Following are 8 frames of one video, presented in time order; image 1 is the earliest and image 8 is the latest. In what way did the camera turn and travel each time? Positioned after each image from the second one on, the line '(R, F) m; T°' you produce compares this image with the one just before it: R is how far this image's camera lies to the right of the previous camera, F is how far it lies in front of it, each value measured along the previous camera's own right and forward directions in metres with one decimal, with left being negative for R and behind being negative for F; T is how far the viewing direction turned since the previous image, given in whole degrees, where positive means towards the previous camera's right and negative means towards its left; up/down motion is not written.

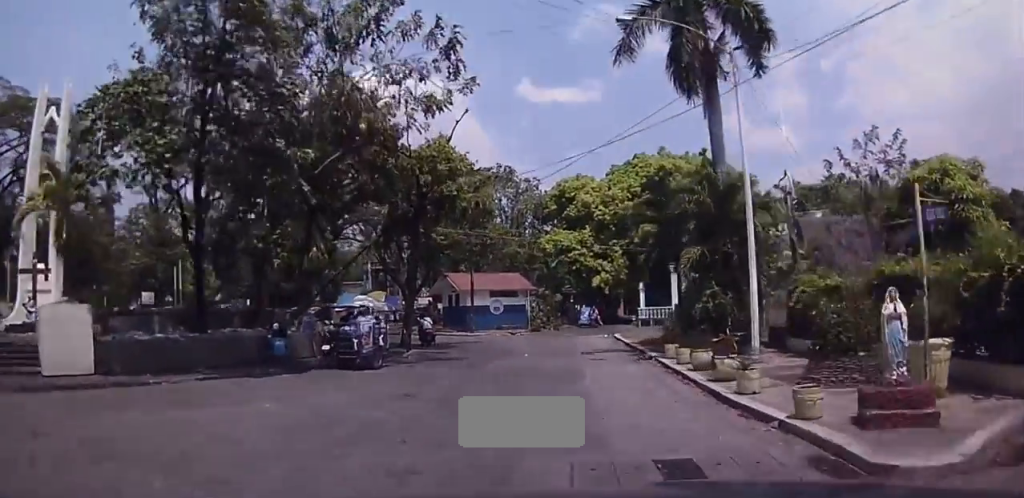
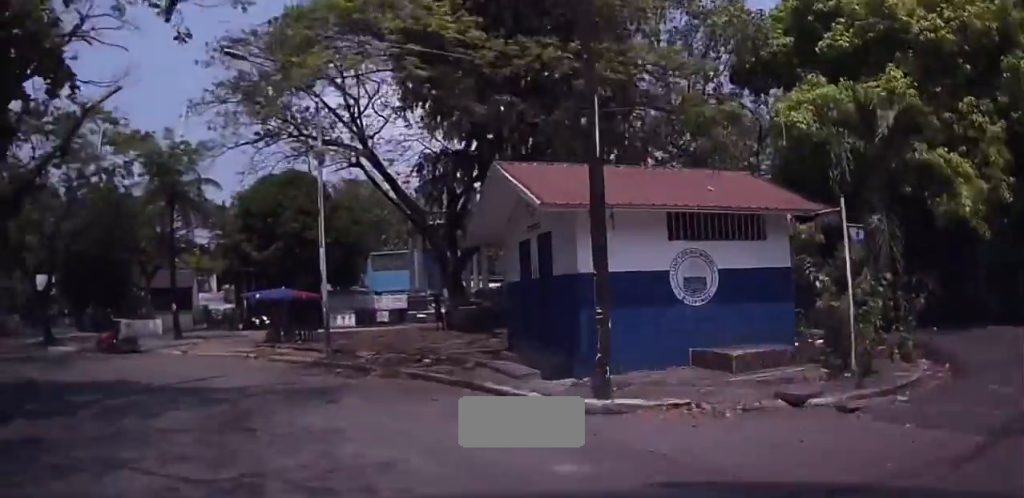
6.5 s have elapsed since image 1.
(+2.2, +33.4) m; -14°
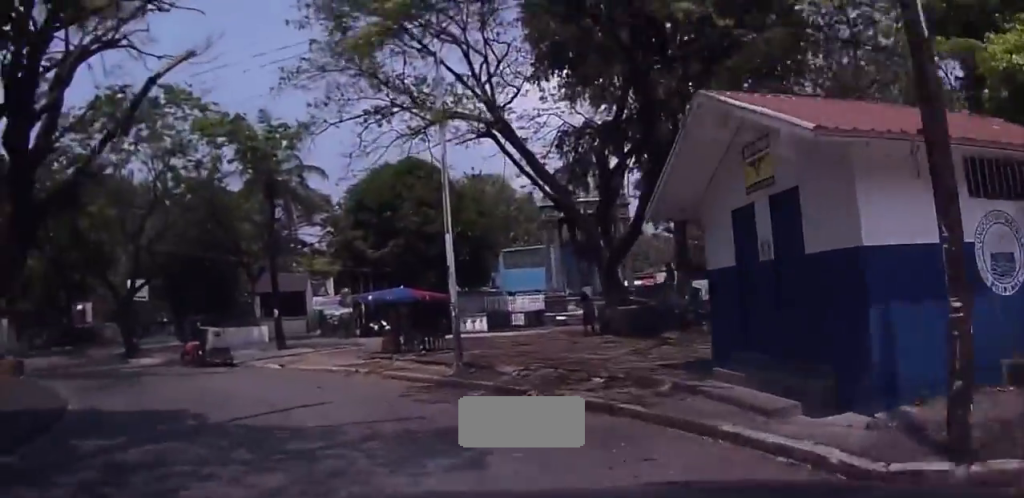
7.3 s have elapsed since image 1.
(-0.5, +3.9) m; -8°
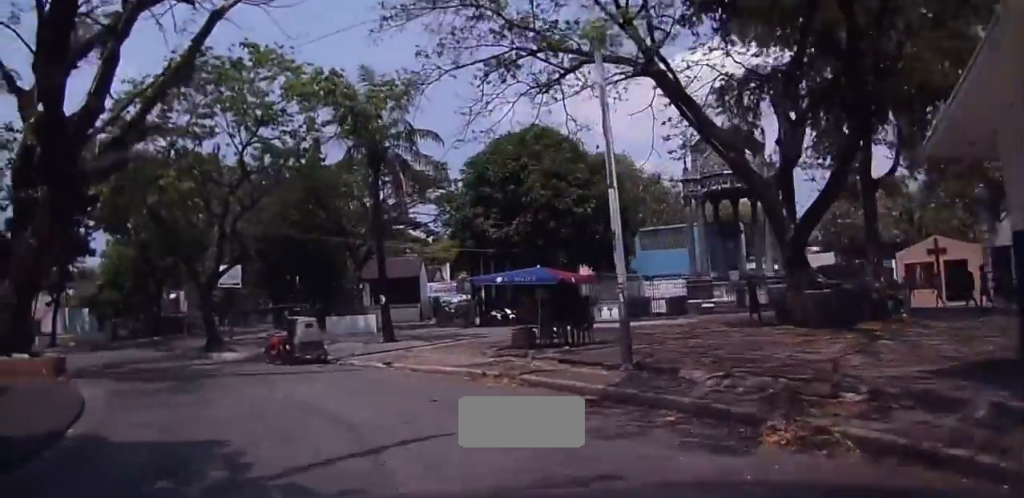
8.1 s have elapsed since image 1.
(-0.5, +3.9) m; -9°
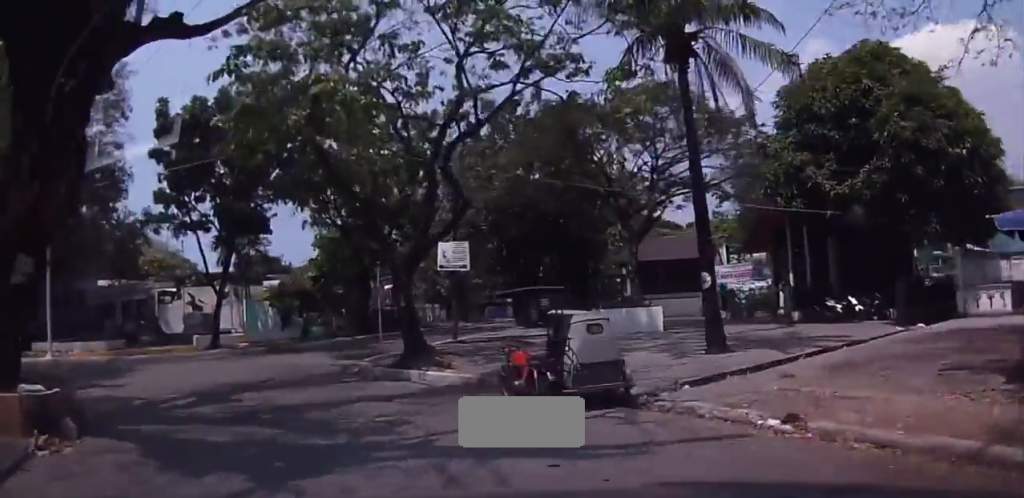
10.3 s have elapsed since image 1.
(-1.8, +9.6) m; -20°
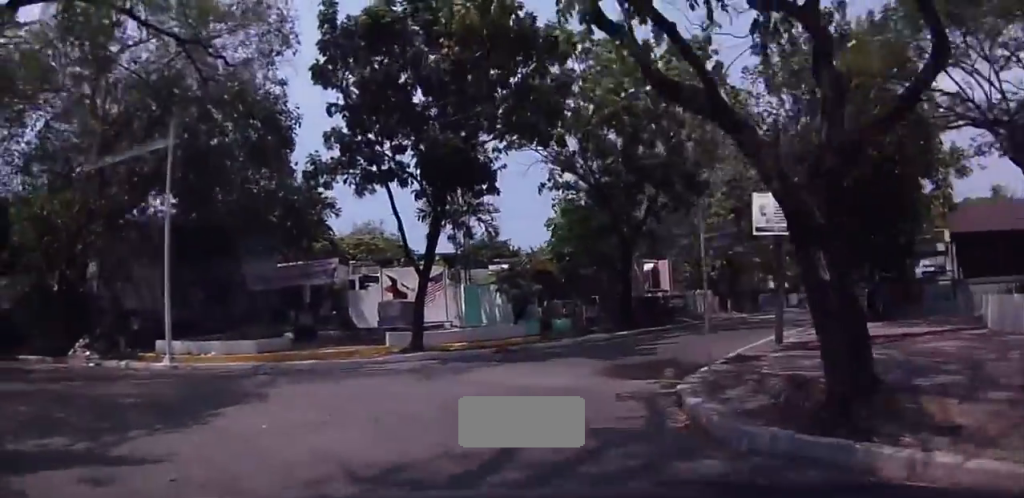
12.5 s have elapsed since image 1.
(-1.5, +9.0) m; -19°
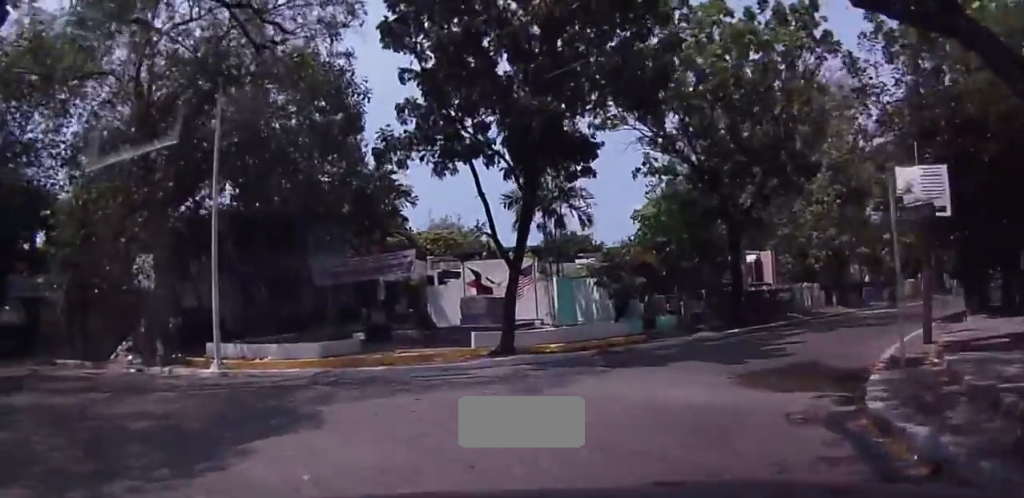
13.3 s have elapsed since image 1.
(-0.3, +2.8) m; -8°
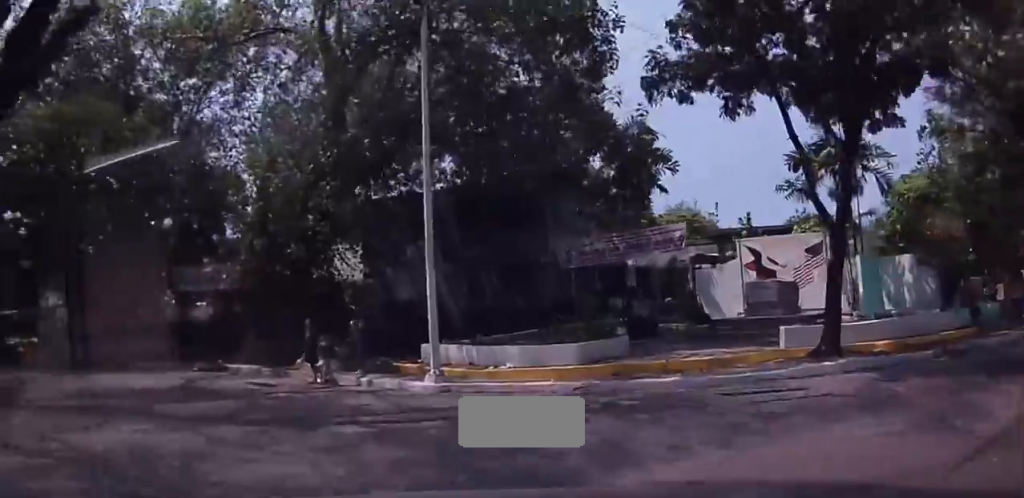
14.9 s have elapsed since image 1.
(-0.4, +5.0) m; -17°
